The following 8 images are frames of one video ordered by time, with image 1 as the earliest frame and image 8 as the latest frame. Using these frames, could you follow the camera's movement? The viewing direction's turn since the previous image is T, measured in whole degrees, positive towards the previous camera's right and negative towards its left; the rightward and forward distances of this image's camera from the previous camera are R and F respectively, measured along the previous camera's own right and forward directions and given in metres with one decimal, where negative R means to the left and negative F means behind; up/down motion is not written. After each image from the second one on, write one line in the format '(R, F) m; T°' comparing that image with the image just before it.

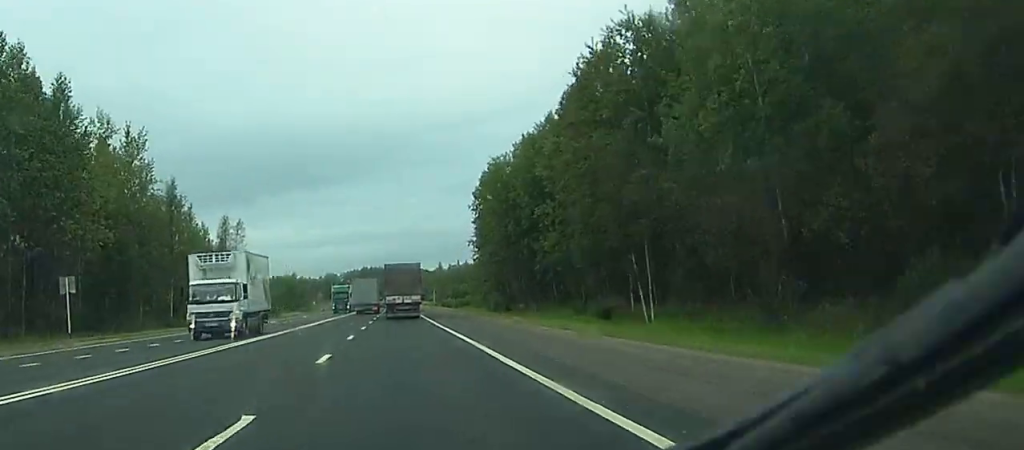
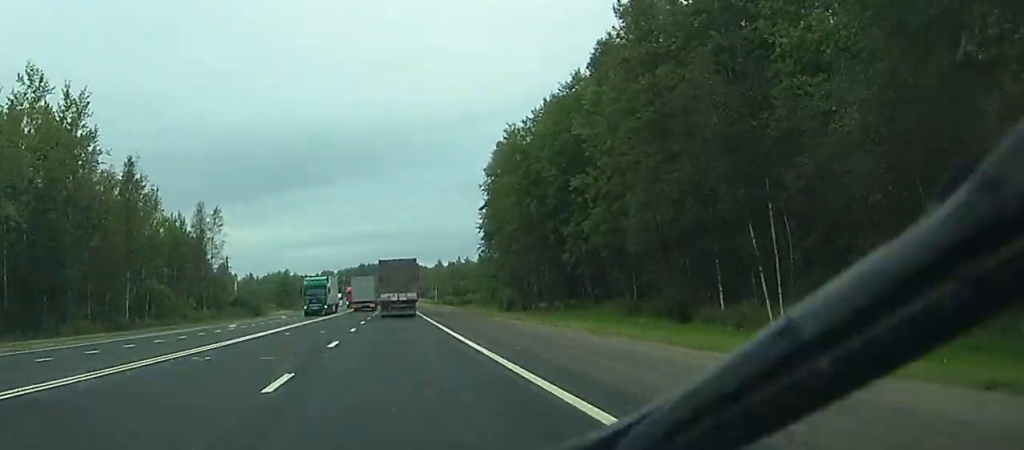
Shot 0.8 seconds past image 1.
(+0.1, +18.4) m; 0°
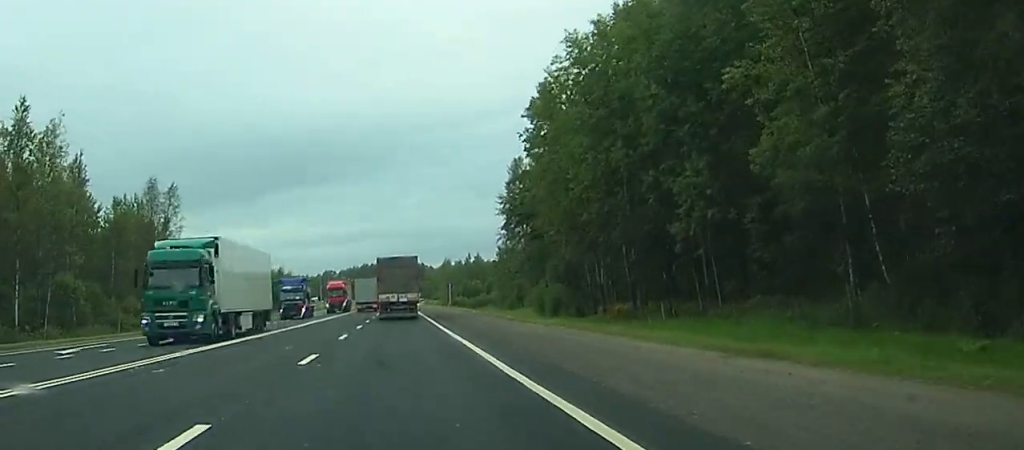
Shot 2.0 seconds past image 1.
(-0.1, +30.4) m; 0°
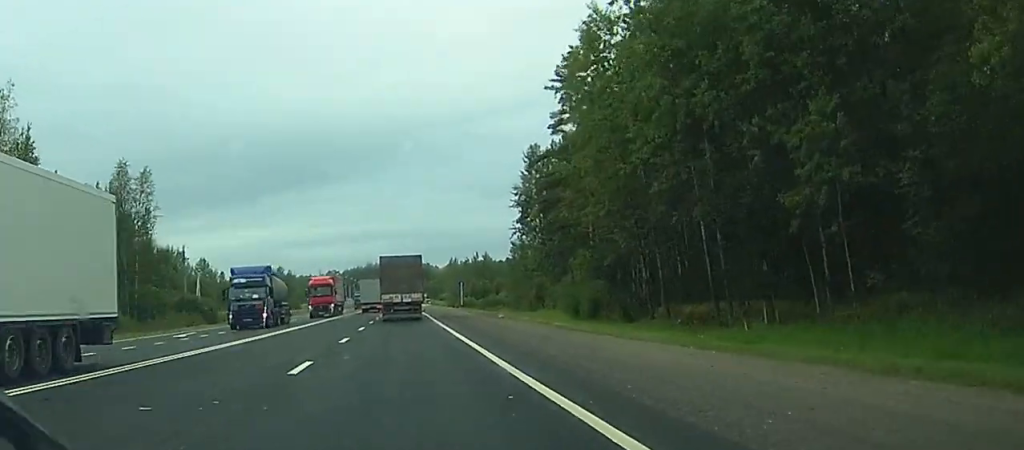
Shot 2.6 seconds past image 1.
(0.0, +14.3) m; 0°
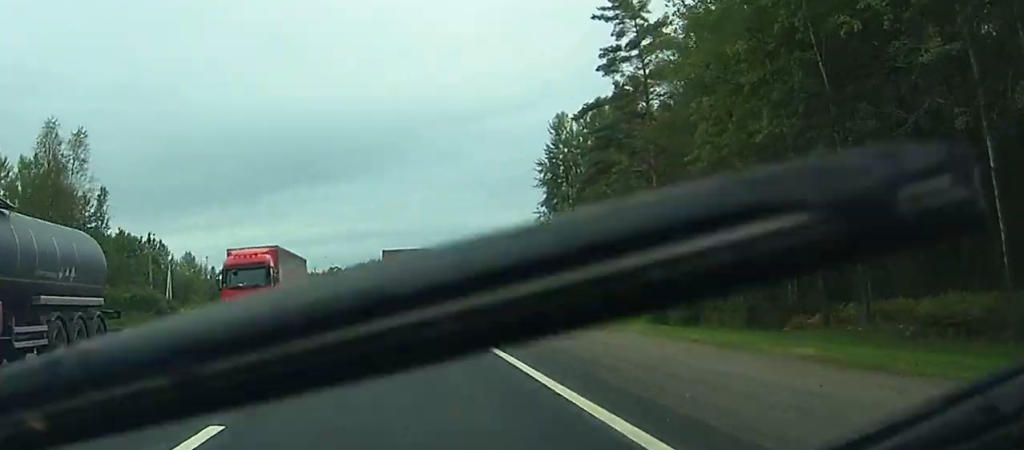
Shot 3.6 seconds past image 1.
(-0.1, +22.1) m; -1°
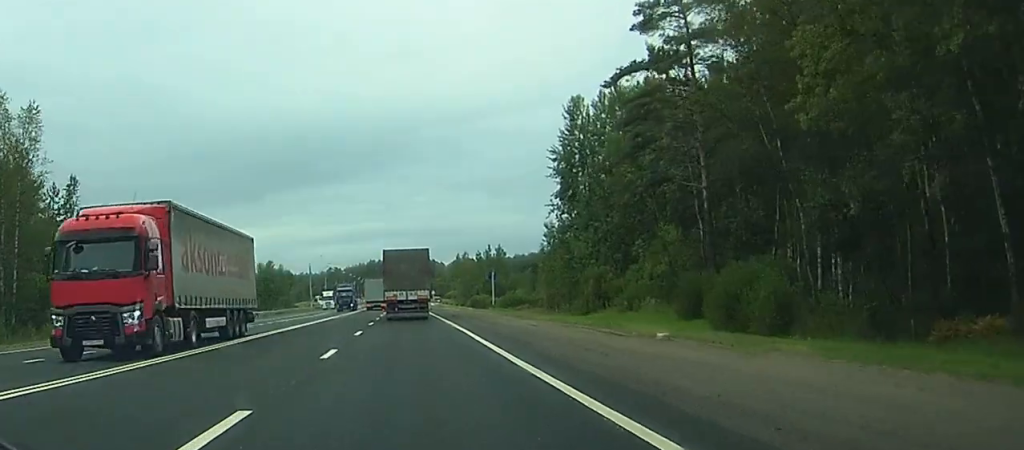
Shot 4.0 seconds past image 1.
(0.0, +10.9) m; 0°
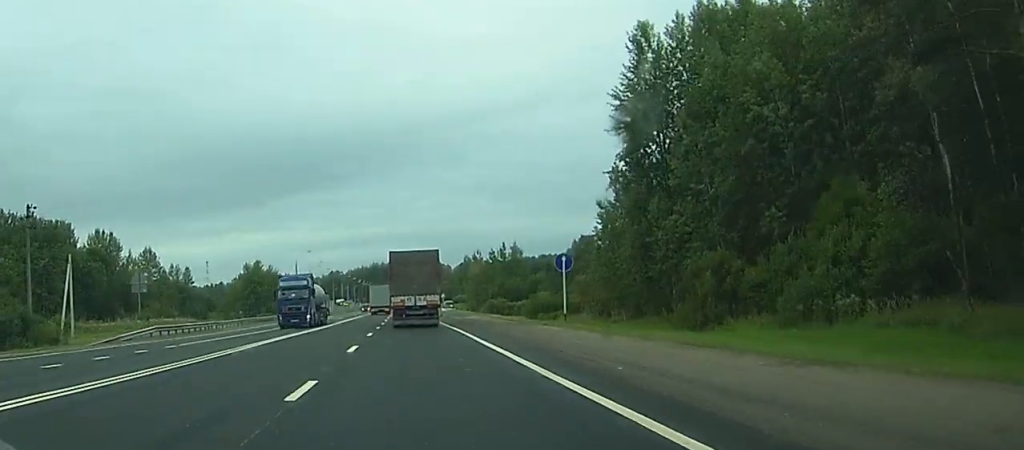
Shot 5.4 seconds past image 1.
(-0.2, +31.7) m; 0°
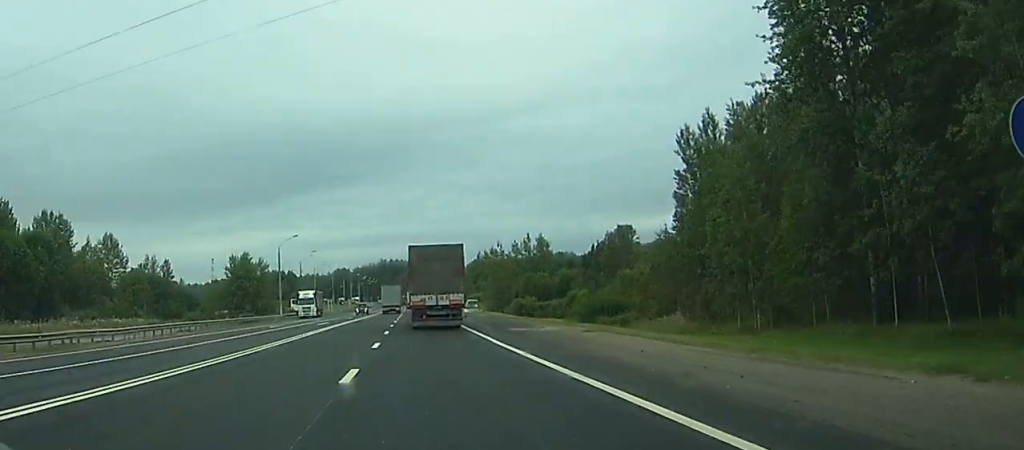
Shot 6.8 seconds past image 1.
(+0.1, +33.1) m; 0°
